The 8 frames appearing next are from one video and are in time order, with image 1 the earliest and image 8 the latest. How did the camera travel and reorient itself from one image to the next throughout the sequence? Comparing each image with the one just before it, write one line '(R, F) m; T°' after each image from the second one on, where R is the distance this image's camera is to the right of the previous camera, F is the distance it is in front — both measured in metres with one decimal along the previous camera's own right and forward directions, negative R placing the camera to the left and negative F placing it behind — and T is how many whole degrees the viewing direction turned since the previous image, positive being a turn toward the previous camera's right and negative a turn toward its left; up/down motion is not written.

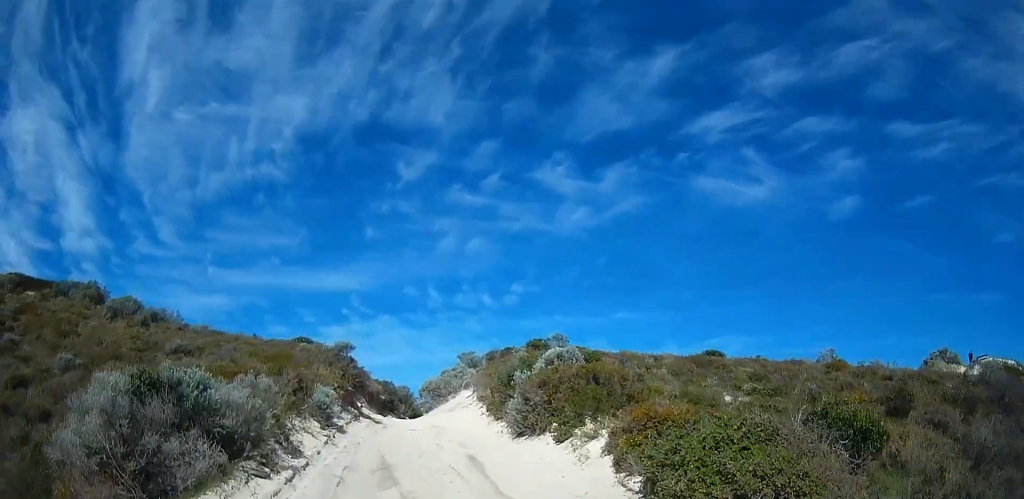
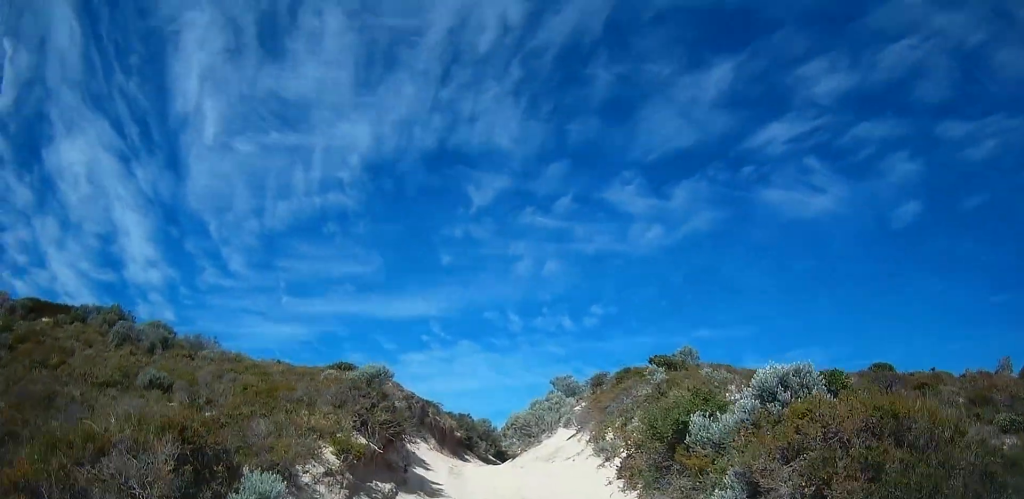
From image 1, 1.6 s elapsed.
(+0.1, +6.2) m; 0°
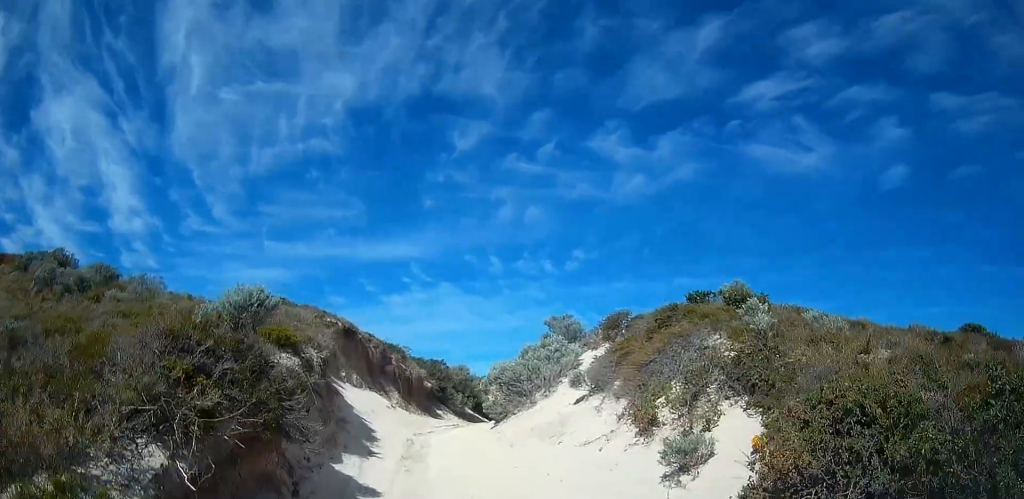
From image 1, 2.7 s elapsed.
(-0.3, +4.6) m; 0°
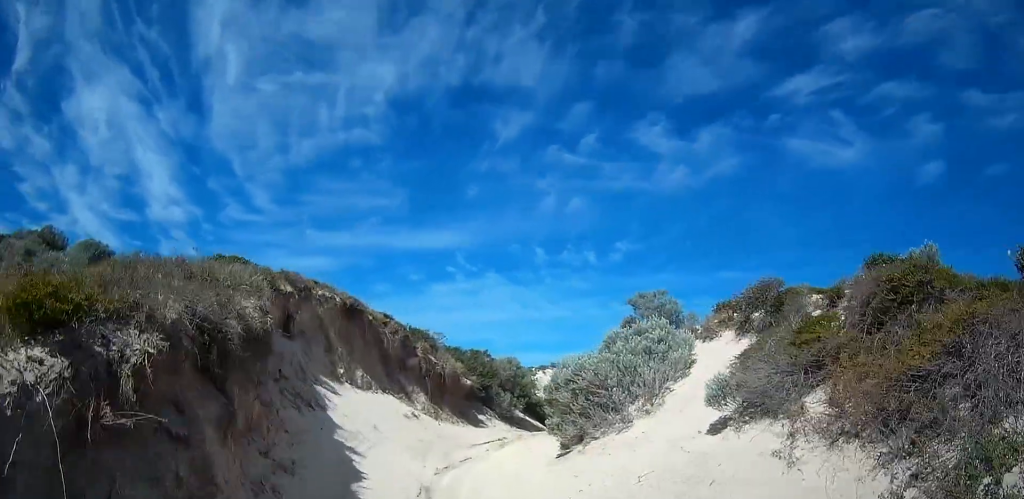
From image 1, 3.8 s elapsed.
(+0.3, +4.7) m; -1°
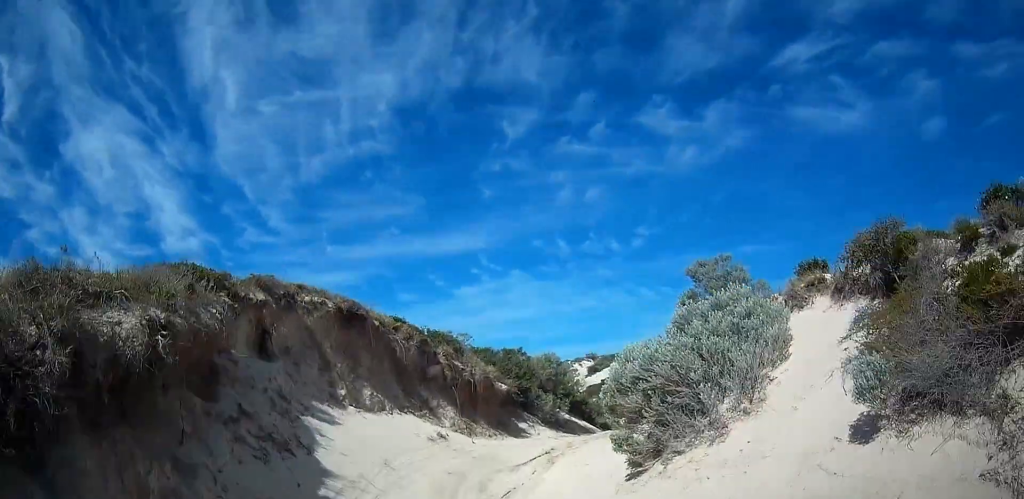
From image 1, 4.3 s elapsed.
(-0.2, +2.3) m; -2°
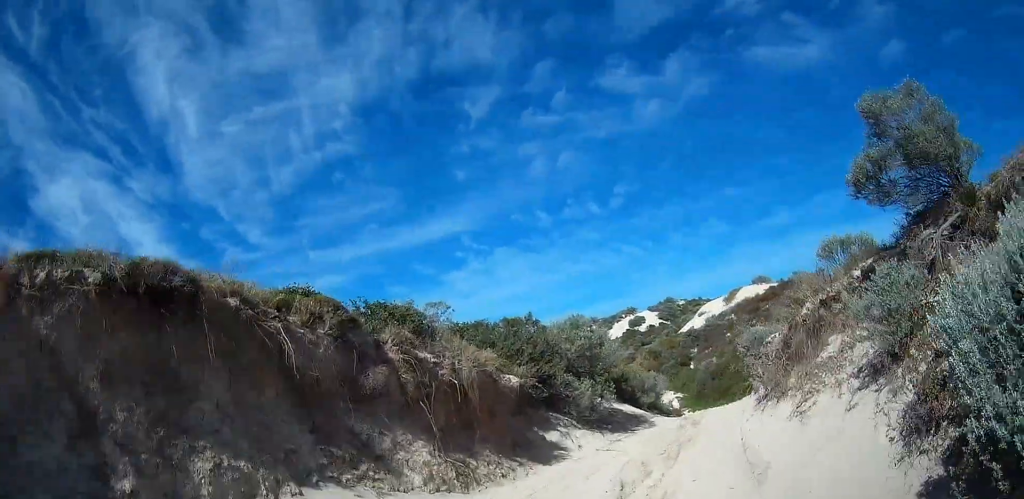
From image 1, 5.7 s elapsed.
(-0.2, +6.1) m; -6°
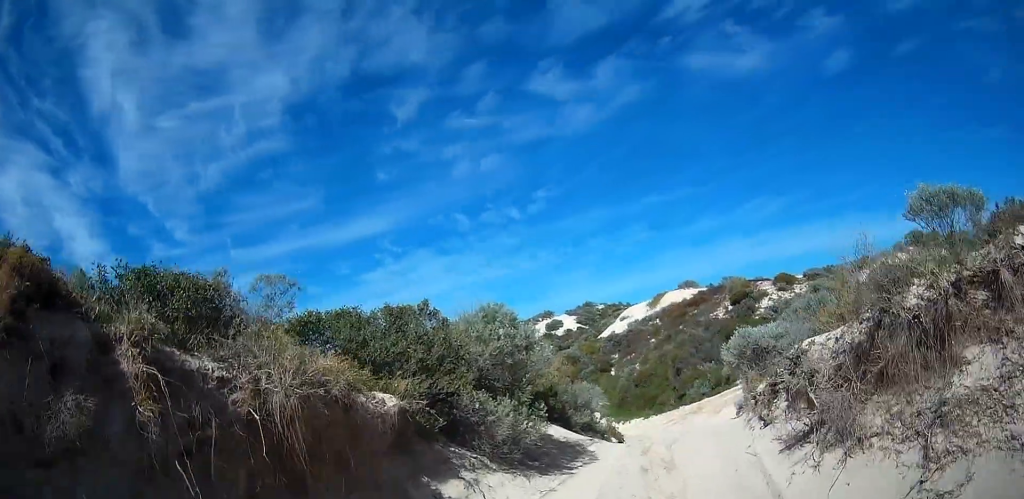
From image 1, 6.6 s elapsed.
(-0.3, +4.0) m; +9°
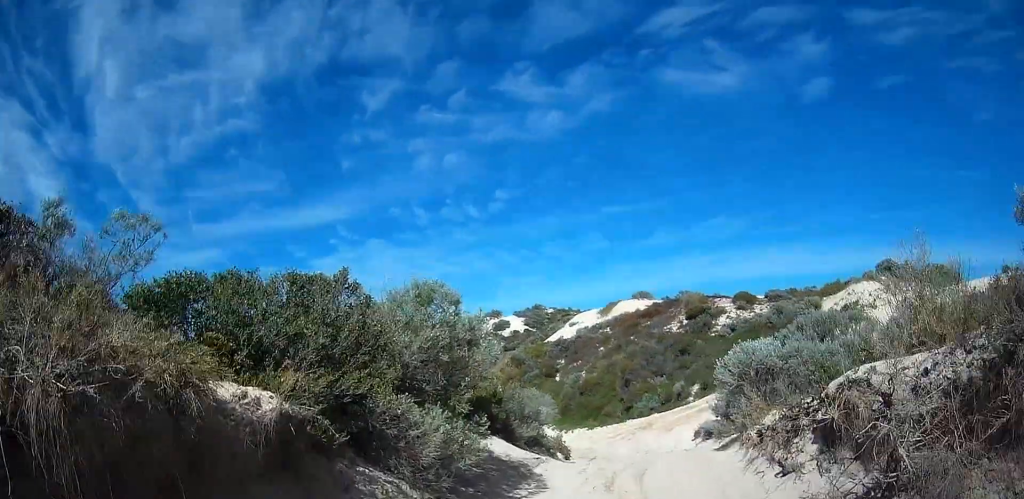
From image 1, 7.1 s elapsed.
(+0.4, +1.9) m; +5°
